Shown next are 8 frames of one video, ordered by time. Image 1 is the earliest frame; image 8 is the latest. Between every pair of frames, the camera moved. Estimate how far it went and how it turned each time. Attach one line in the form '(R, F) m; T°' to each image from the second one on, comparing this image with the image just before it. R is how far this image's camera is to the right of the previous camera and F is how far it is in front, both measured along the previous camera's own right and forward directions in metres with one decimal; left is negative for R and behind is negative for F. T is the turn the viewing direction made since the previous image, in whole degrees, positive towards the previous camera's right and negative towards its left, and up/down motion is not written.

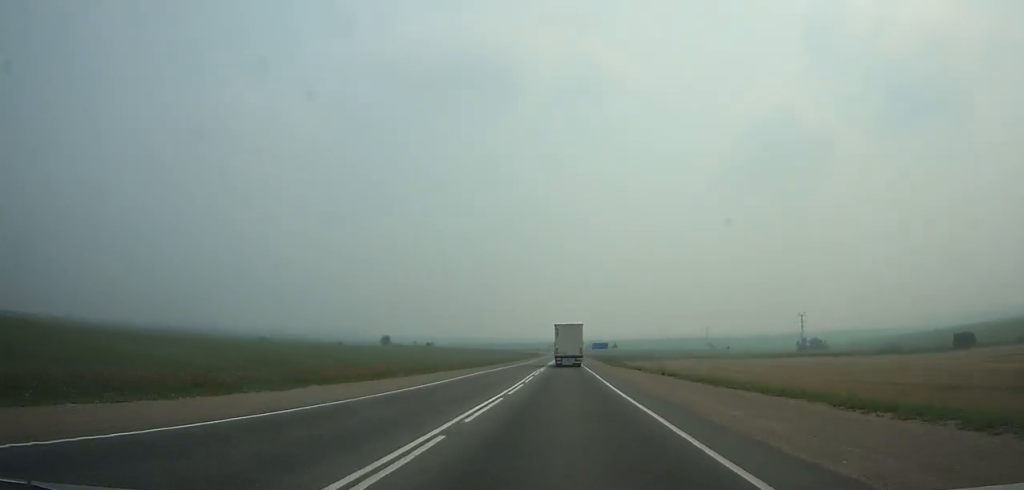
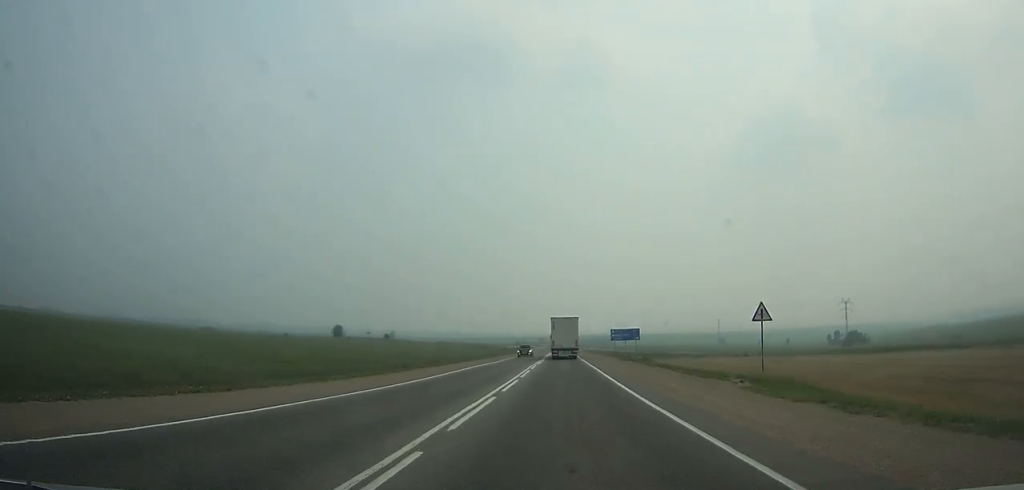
(-0.1, +66.8) m; 0°
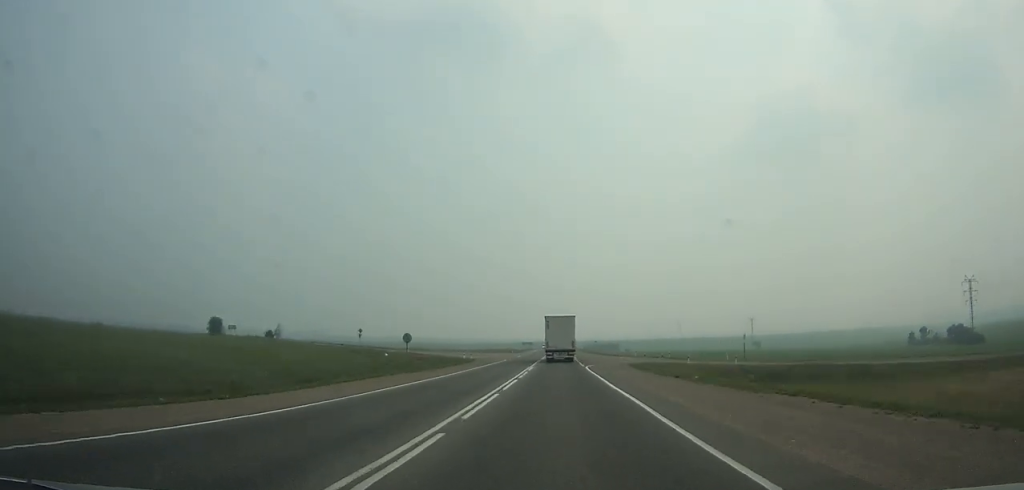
(+0.4, +101.6) m; 0°
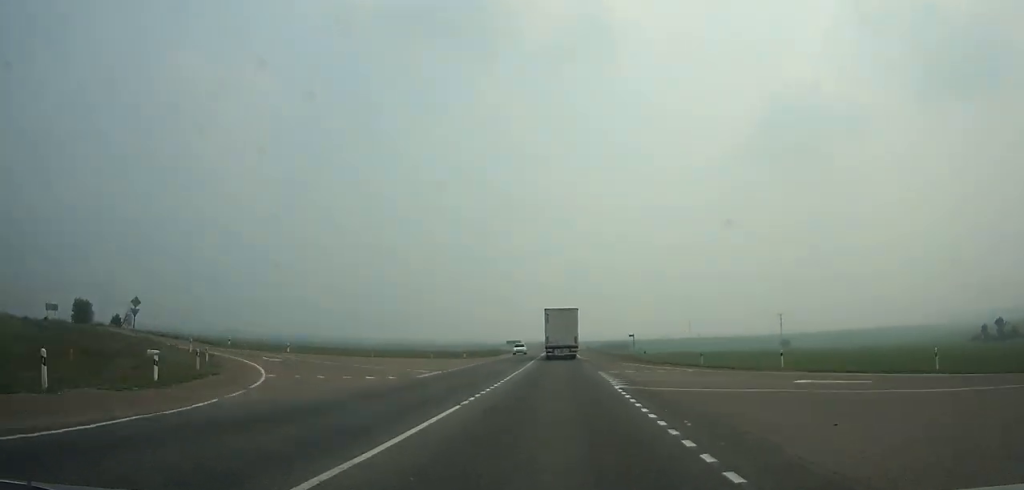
(+0.1, +58.2) m; 0°
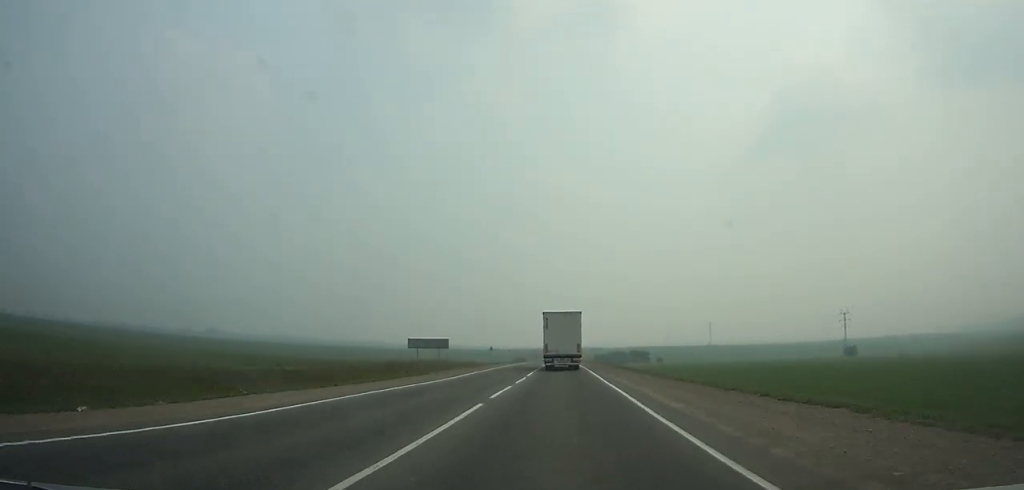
(-0.3, +91.1) m; 0°
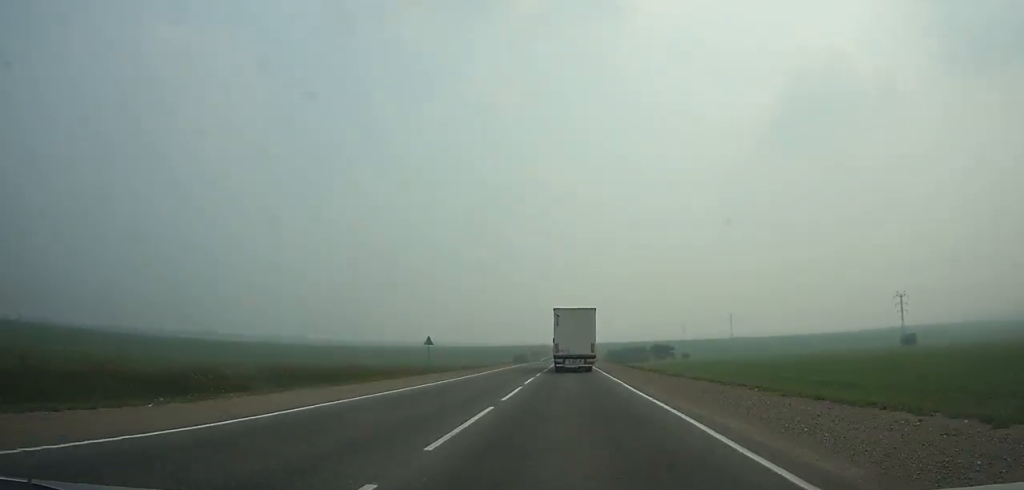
(+0.1, +47.9) m; 0°
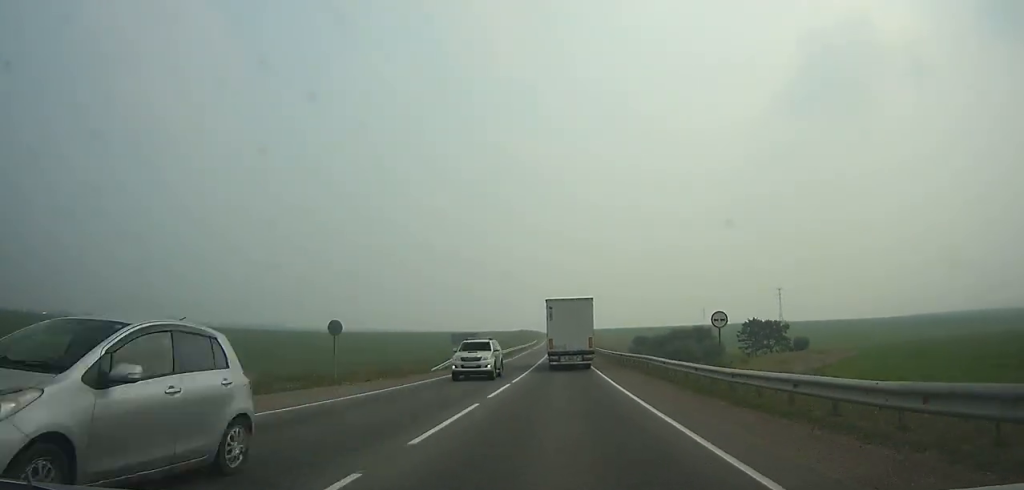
(-0.1, +134.1) m; 0°
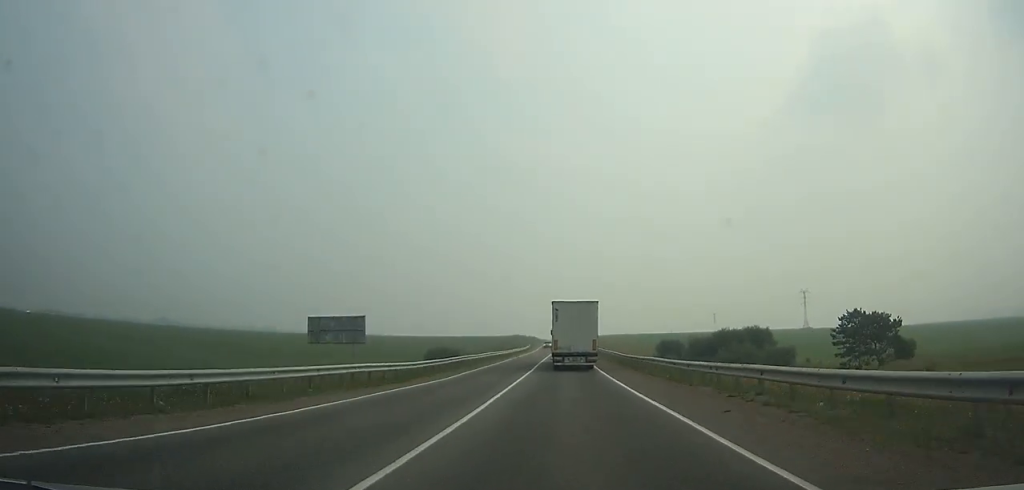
(0.0, +40.4) m; 0°
